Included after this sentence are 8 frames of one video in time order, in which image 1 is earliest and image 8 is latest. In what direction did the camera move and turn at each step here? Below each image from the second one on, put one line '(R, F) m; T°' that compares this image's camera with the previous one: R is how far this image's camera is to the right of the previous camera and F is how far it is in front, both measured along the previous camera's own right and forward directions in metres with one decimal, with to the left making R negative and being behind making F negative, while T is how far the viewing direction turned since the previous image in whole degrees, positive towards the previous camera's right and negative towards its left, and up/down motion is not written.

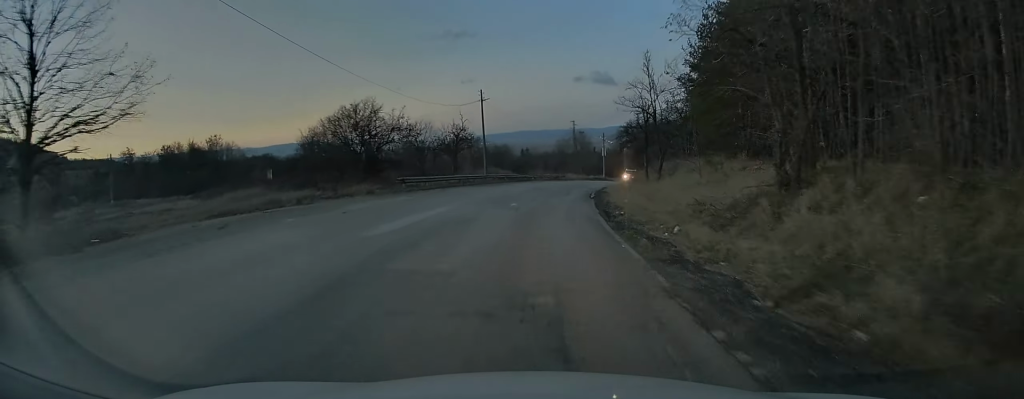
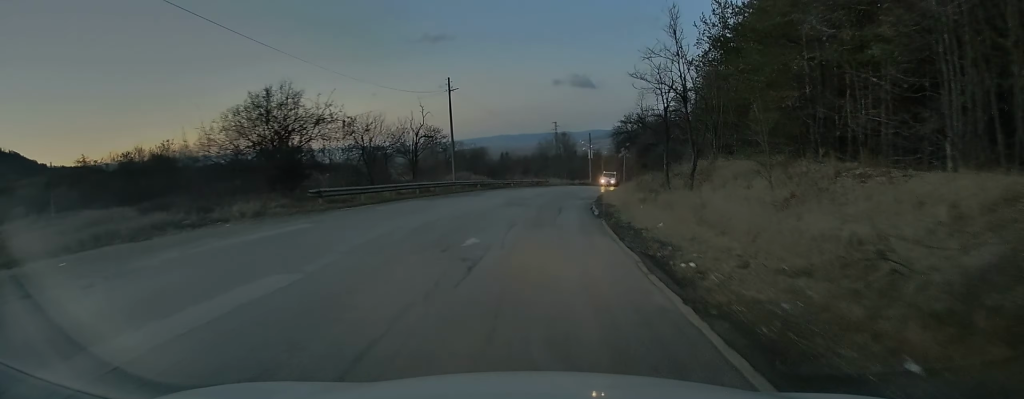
(+0.4, +10.2) m; +2°
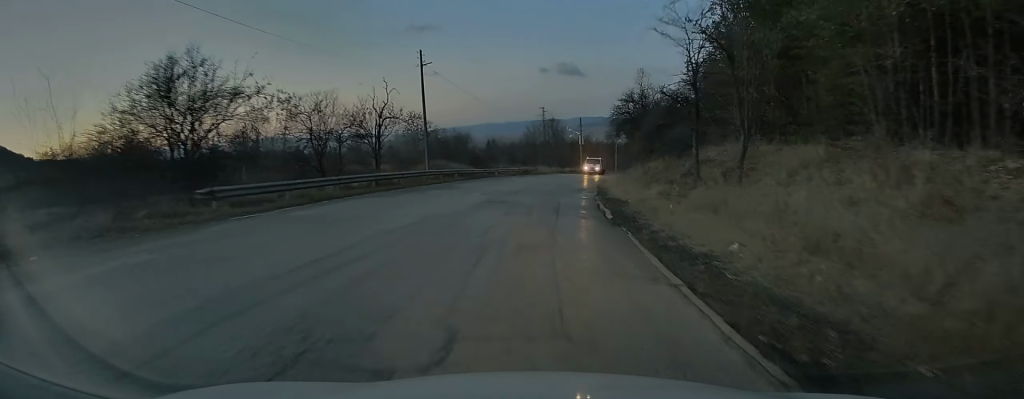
(+0.1, +6.8) m; +1°
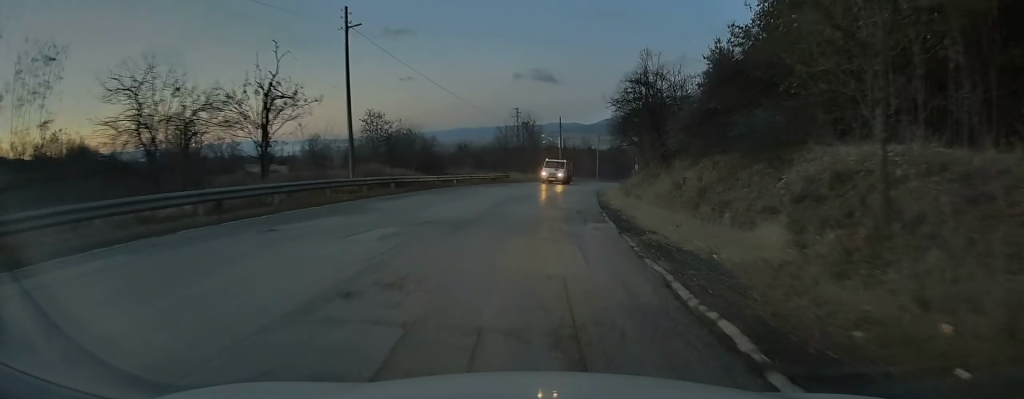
(+0.1, +12.4) m; +2°
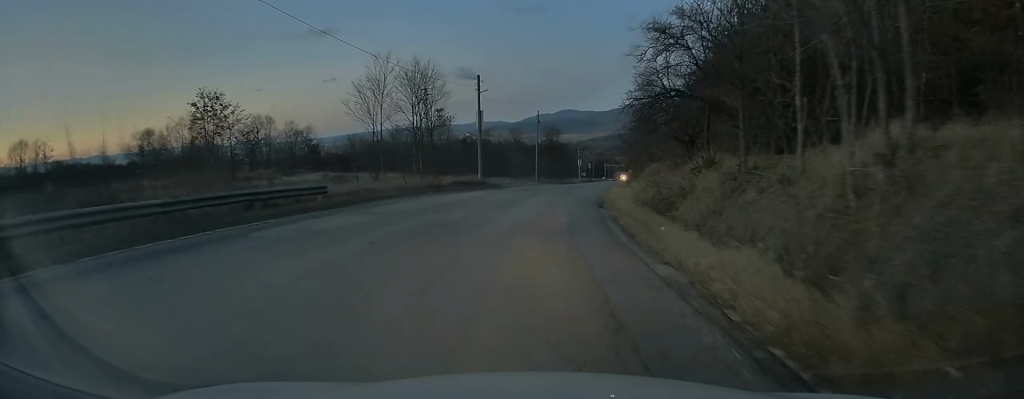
(+2.4, +35.5) m; +8°
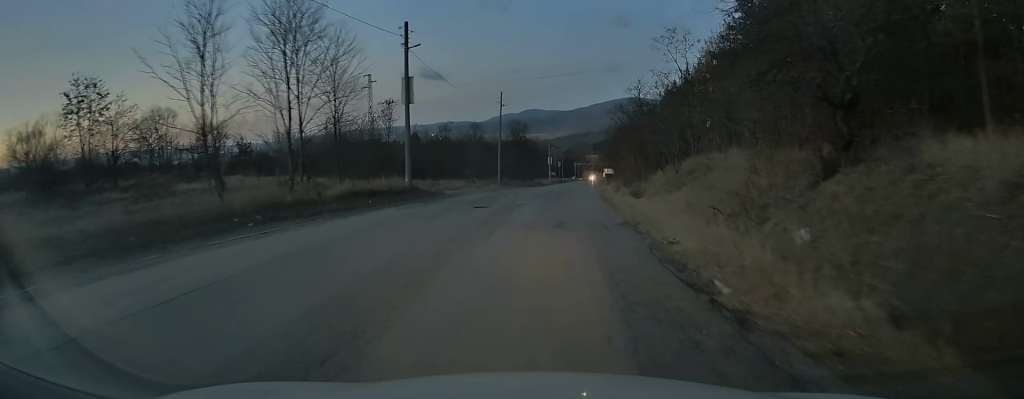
(+0.5, +17.5) m; +4°
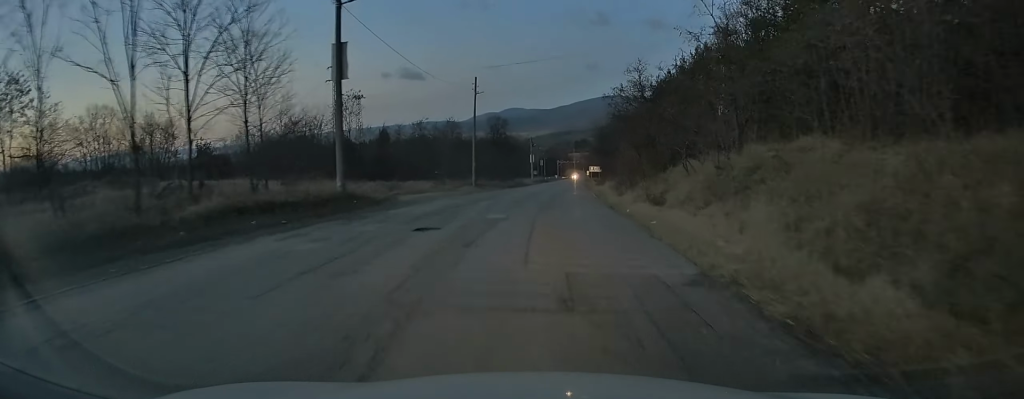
(+0.2, +8.5) m; +1°
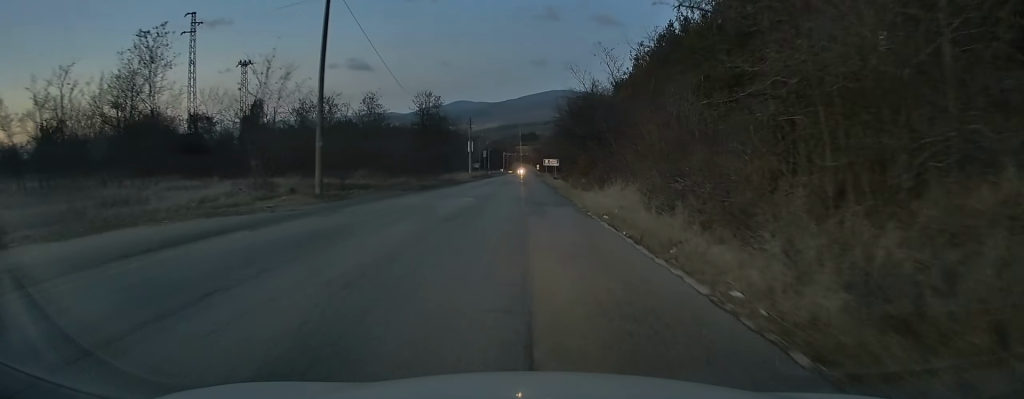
(+0.8, +27.4) m; +2°
